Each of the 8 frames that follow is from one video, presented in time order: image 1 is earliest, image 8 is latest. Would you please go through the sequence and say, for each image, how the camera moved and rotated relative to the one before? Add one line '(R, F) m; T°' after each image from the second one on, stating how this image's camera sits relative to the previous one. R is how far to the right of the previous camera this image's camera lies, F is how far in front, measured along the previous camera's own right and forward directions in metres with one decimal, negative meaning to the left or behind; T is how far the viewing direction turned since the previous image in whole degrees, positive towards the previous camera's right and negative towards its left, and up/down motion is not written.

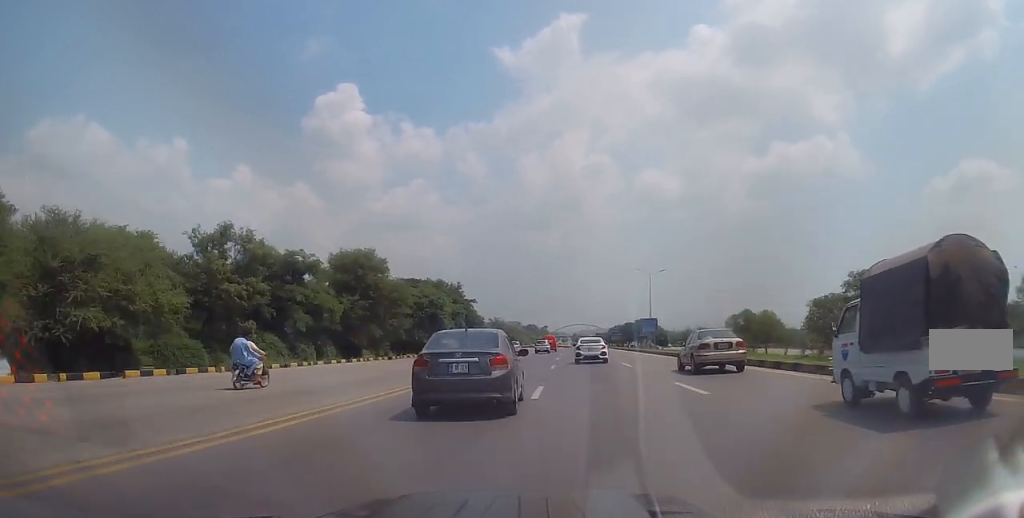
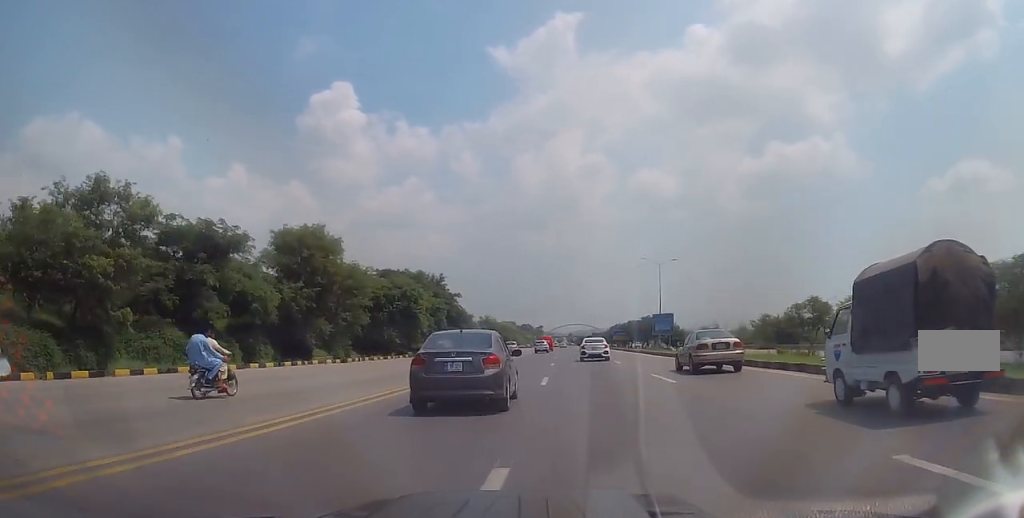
(-0.1, +11.6) m; 0°
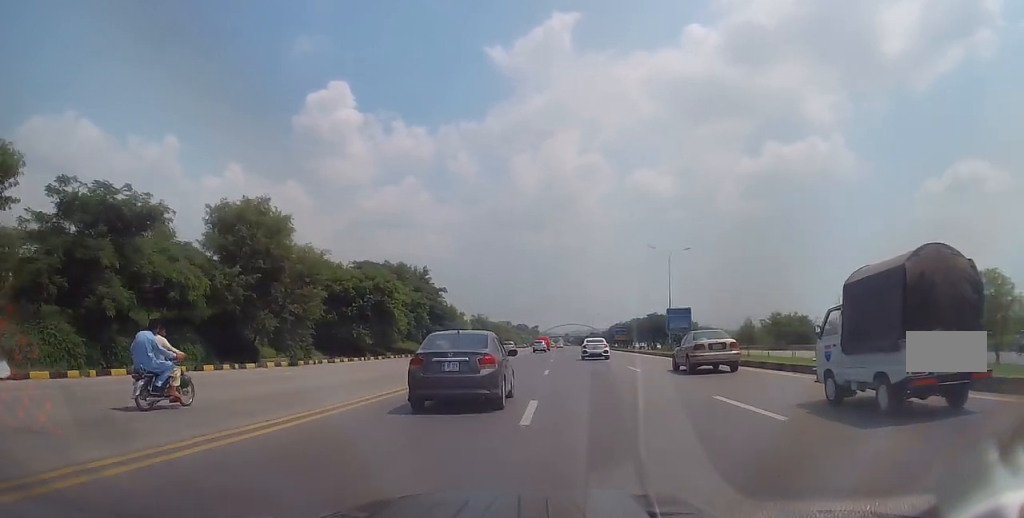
(-0.2, +8.7) m; +1°
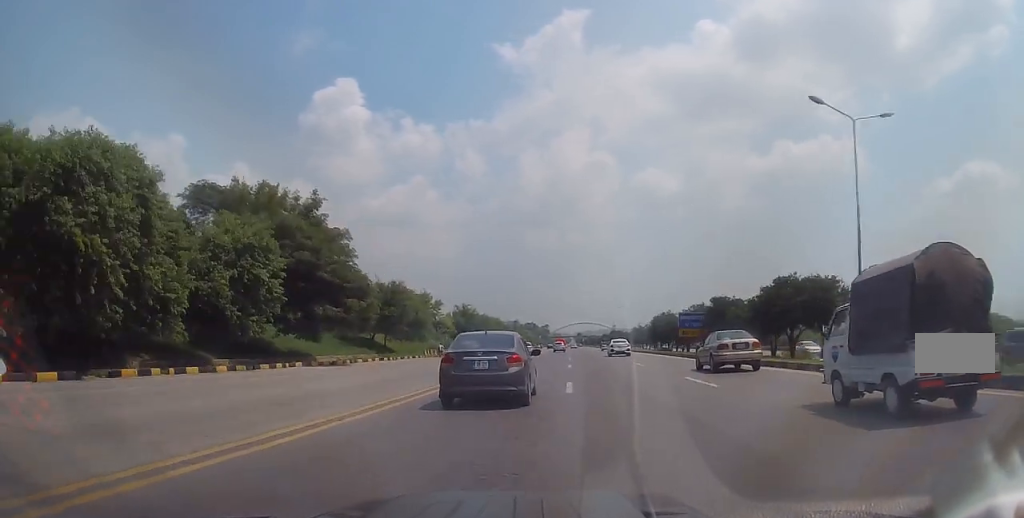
(-0.1, +41.2) m; -2°
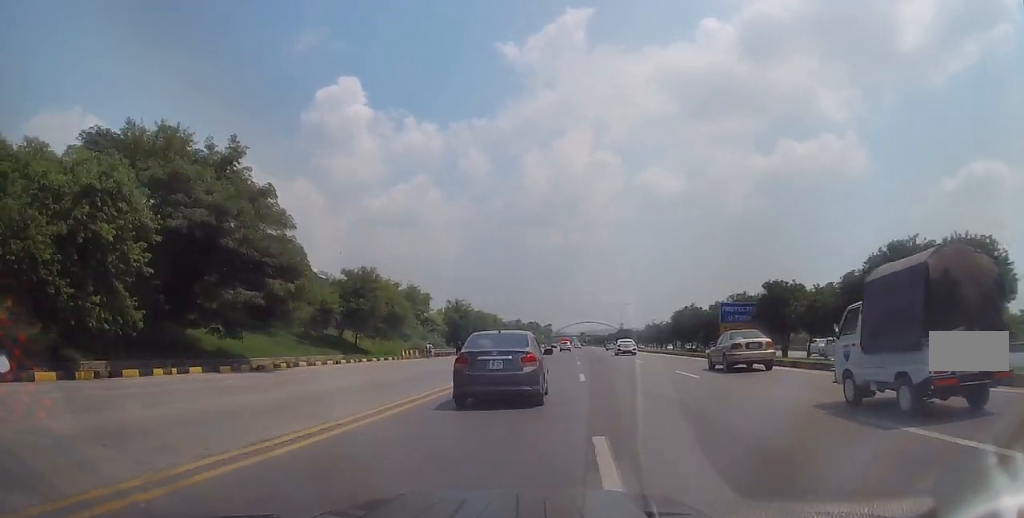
(+0.1, +11.7) m; -1°
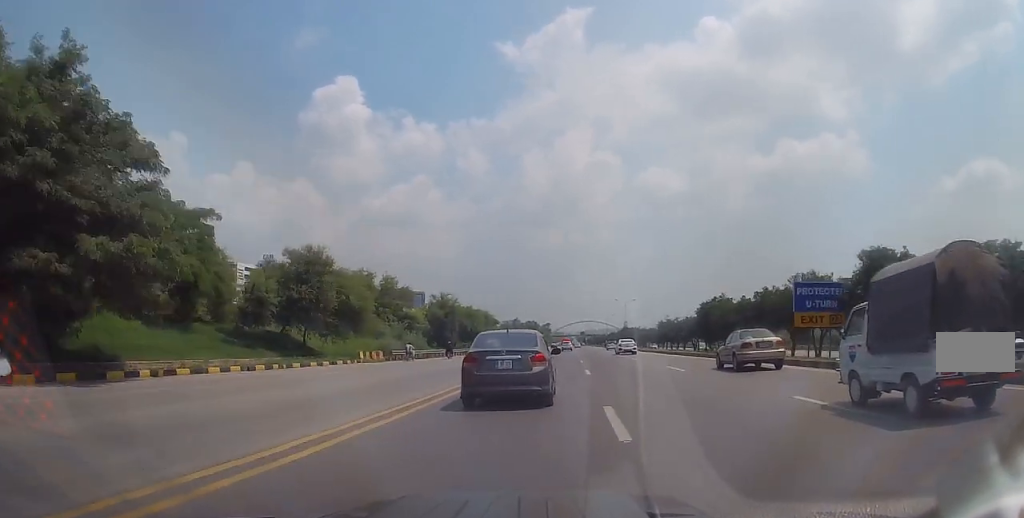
(-0.5, +12.4) m; +1°
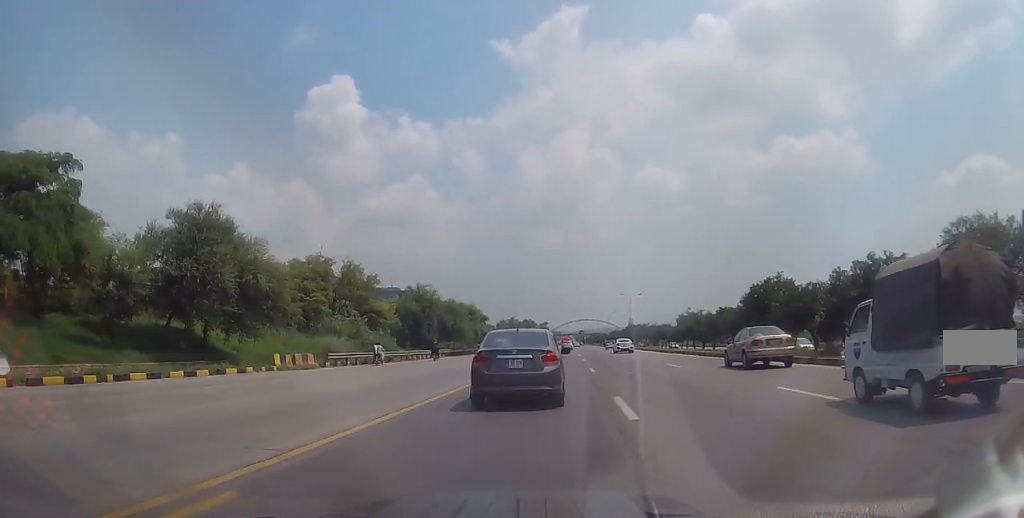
(+0.5, +13.9) m; +2°
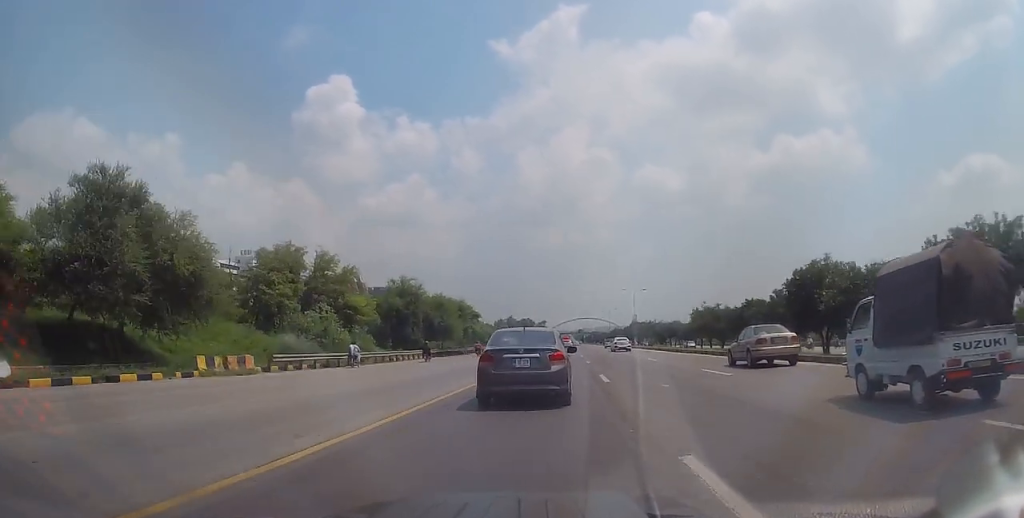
(+0.1, +7.2) m; 0°
